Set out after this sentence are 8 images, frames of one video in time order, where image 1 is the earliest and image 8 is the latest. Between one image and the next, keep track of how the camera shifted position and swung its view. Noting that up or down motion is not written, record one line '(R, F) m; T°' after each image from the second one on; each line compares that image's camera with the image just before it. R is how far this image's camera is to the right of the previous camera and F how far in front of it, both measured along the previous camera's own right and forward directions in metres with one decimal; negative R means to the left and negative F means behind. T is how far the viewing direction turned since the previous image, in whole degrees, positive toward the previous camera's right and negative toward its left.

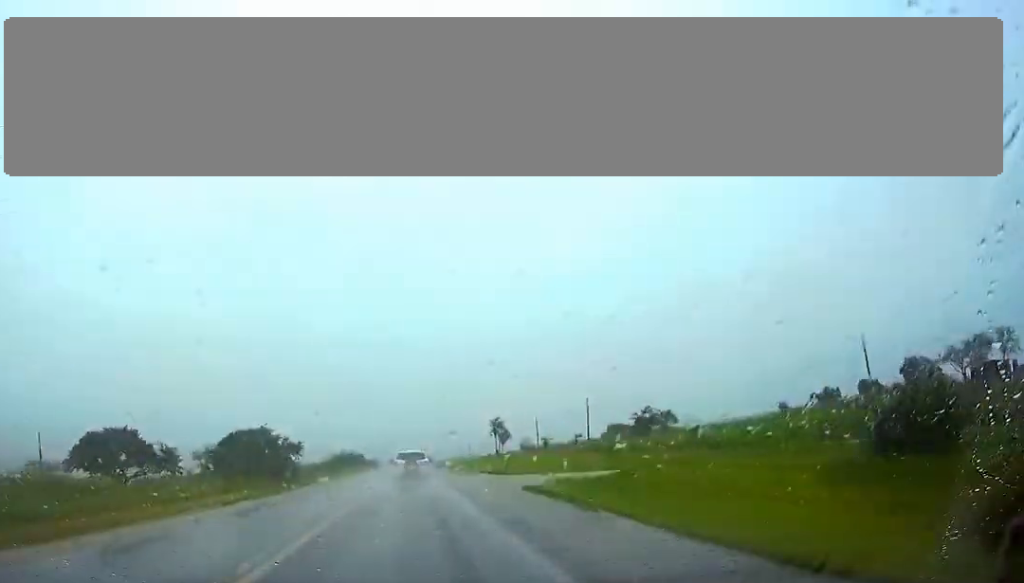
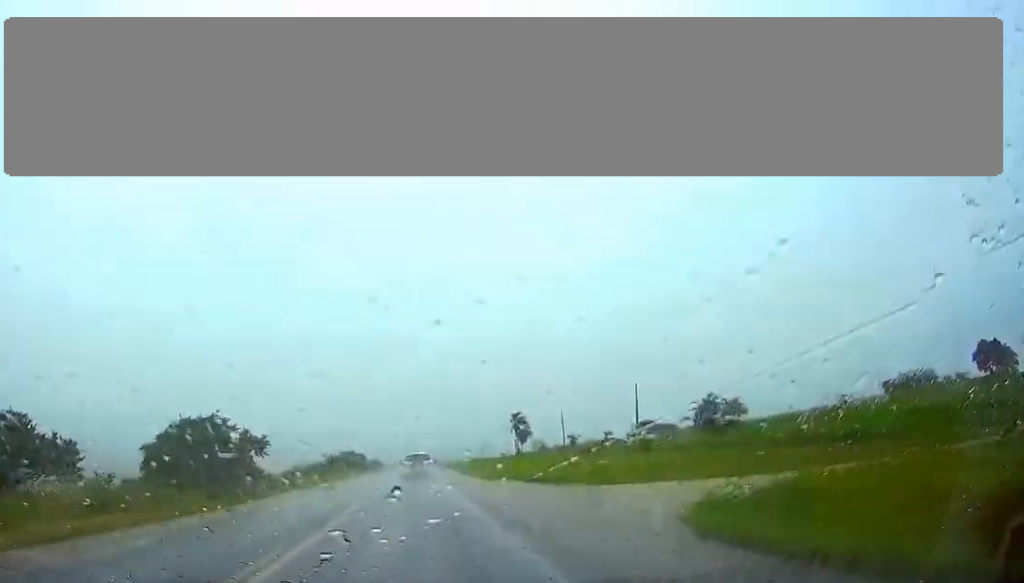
(0.0, +20.4) m; 0°
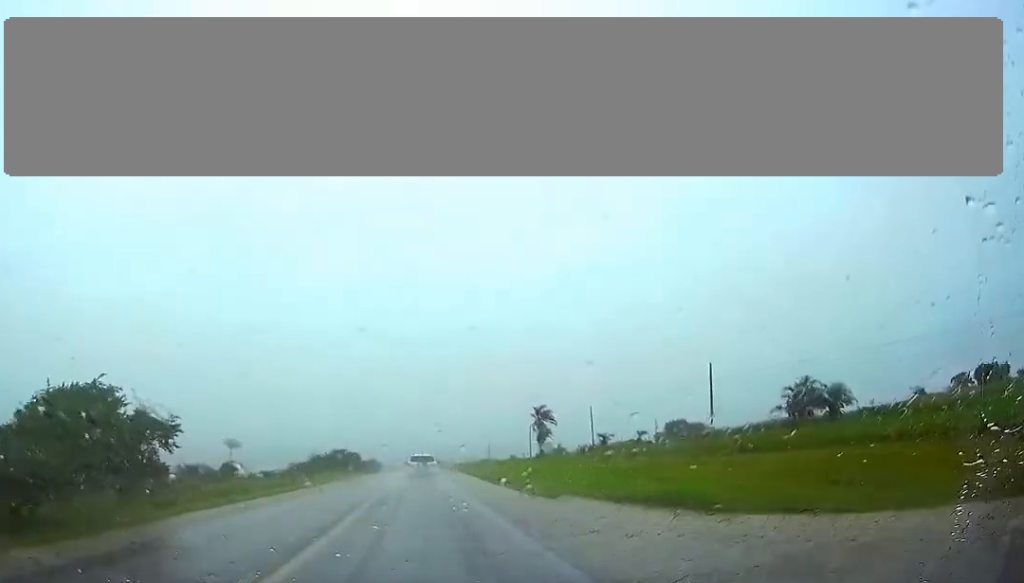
(-0.1, +21.3) m; 0°
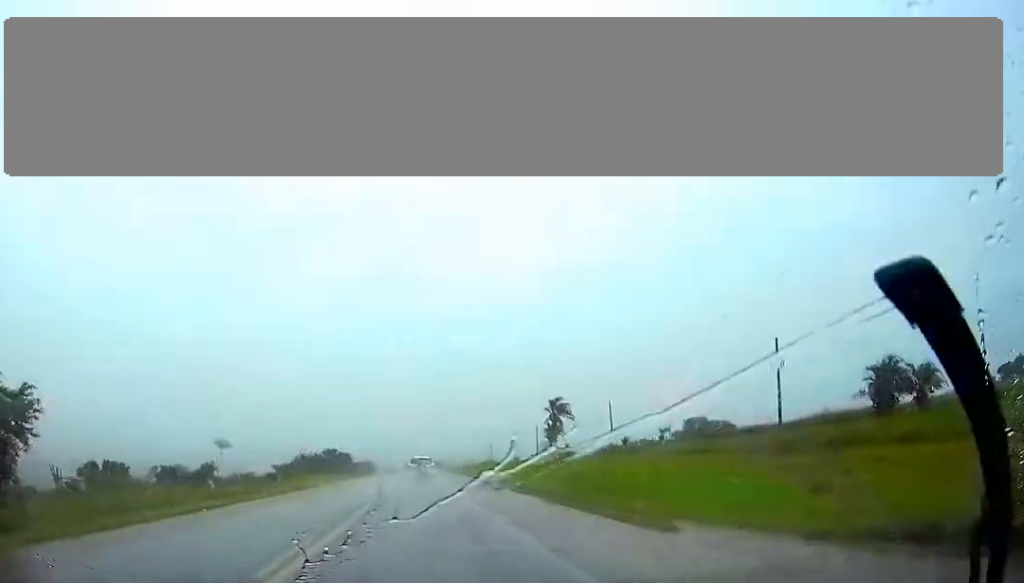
(0.0, +13.0) m; 0°
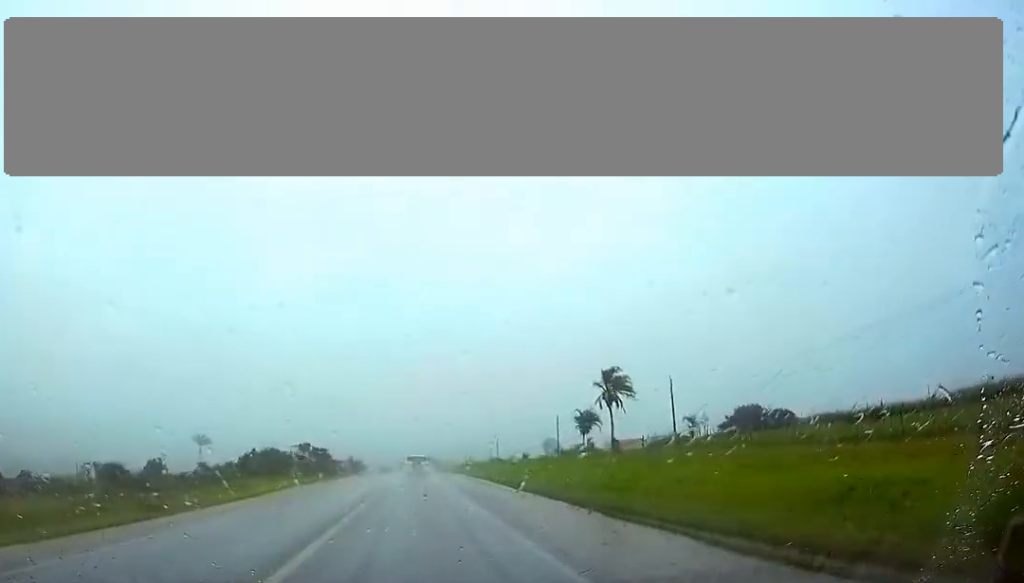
(0.0, +27.0) m; 0°
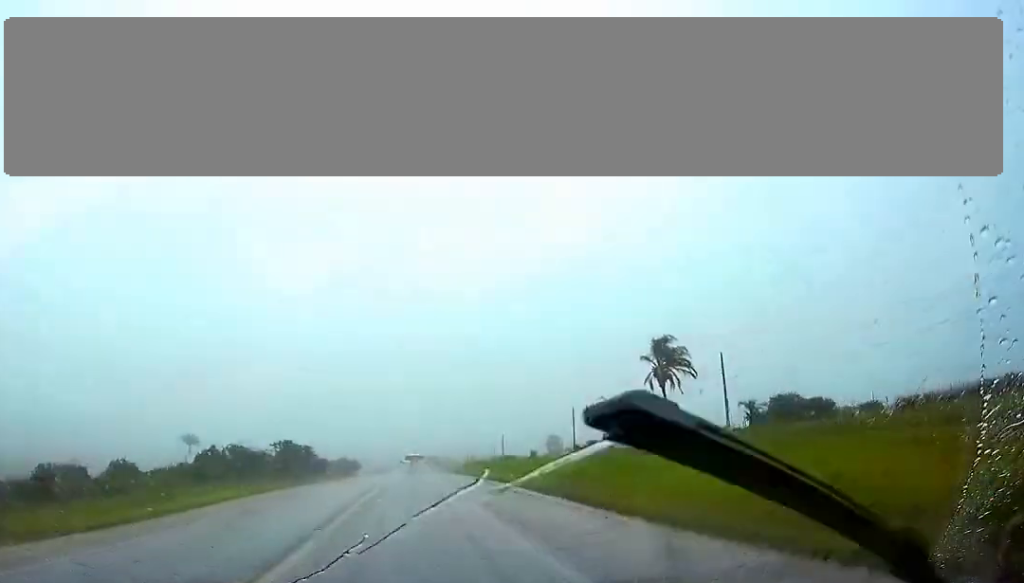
(+0.1, +14.0) m; 0°
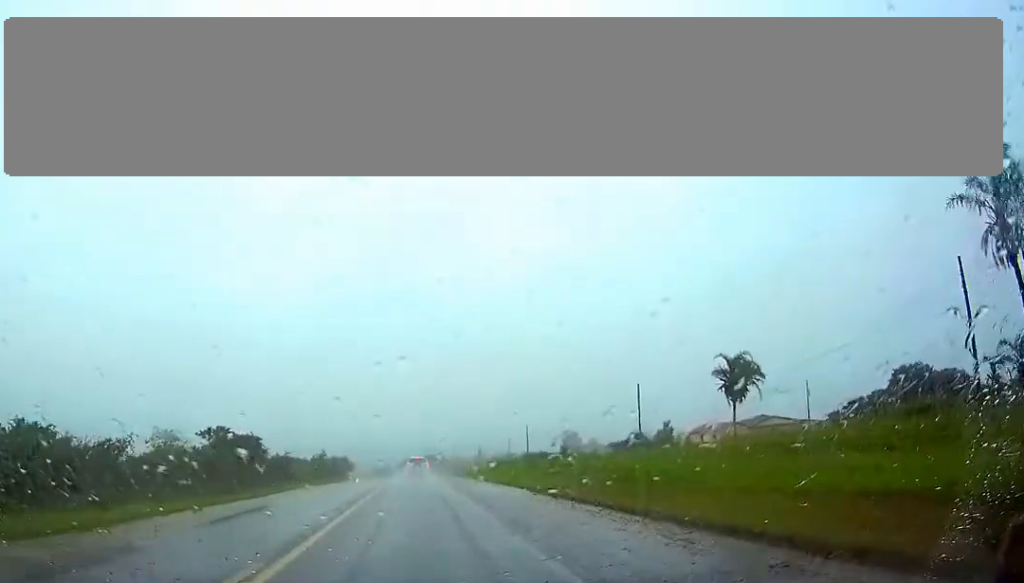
(0.0, +32.1) m; 0°
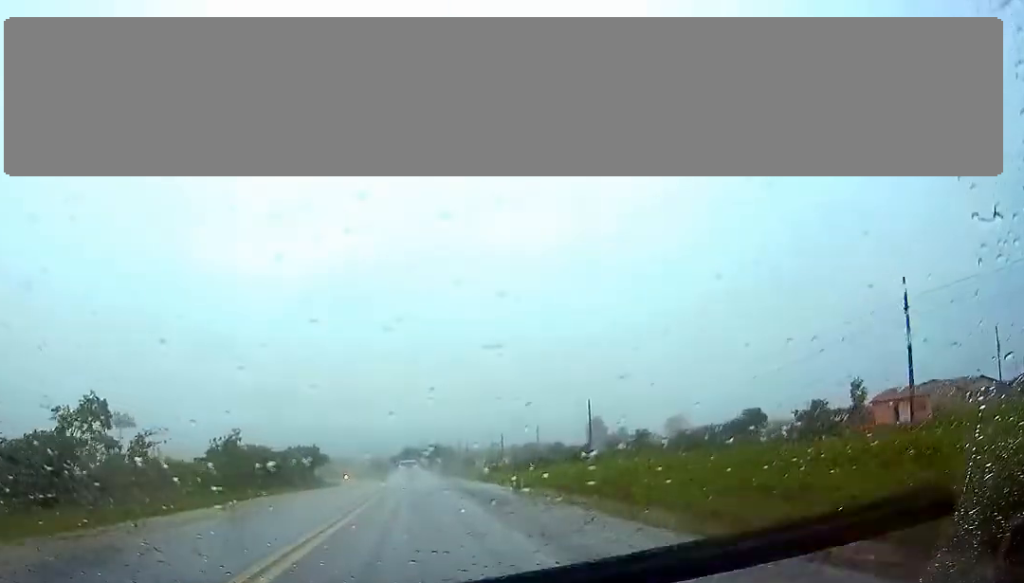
(0.0, +47.8) m; 0°
